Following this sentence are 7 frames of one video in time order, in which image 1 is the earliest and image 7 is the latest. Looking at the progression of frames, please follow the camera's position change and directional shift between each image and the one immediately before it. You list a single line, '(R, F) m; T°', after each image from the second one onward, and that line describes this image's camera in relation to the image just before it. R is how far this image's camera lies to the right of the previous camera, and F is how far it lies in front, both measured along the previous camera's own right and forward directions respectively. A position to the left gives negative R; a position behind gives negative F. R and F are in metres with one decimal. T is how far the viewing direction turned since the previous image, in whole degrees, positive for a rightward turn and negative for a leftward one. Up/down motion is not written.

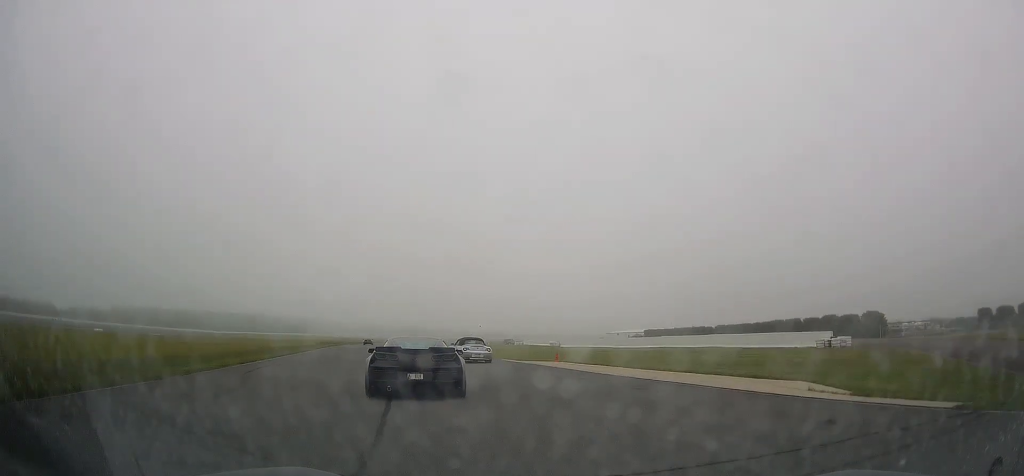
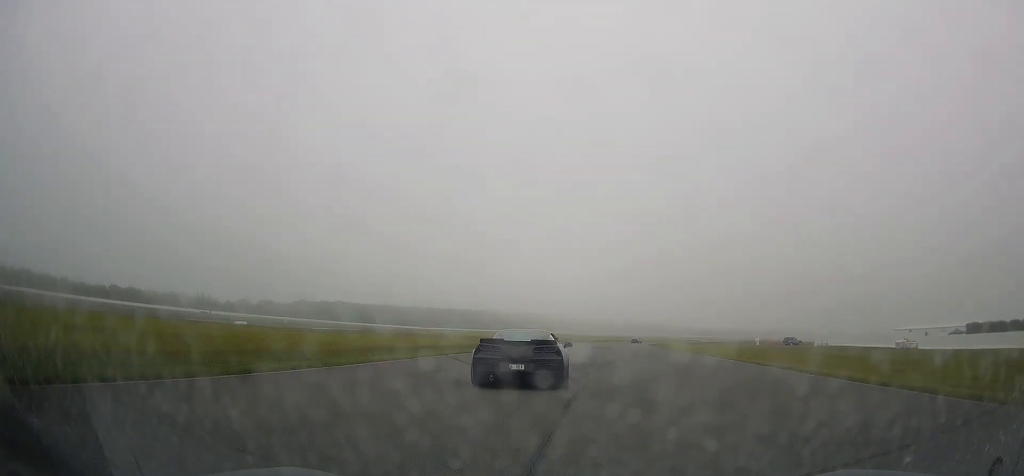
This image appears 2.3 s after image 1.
(-13.8, +46.6) m; -22°
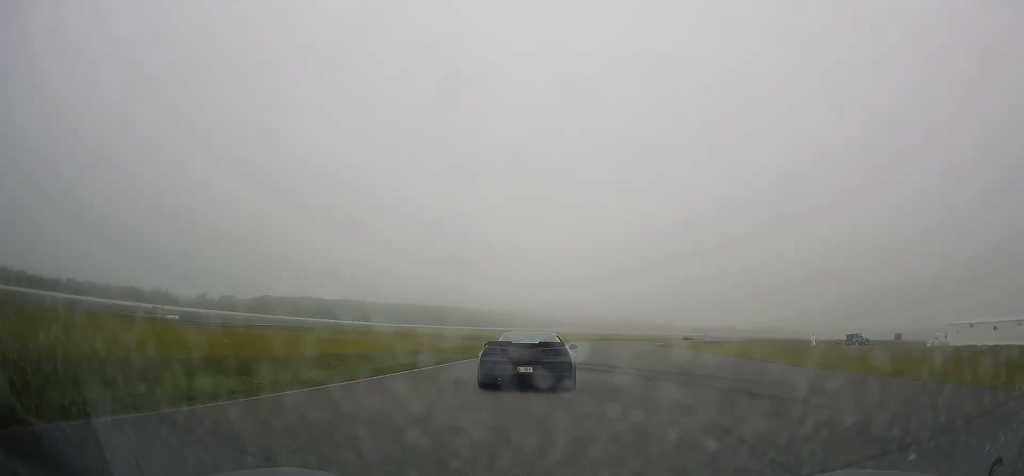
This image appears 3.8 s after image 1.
(+0.5, +34.5) m; +2°
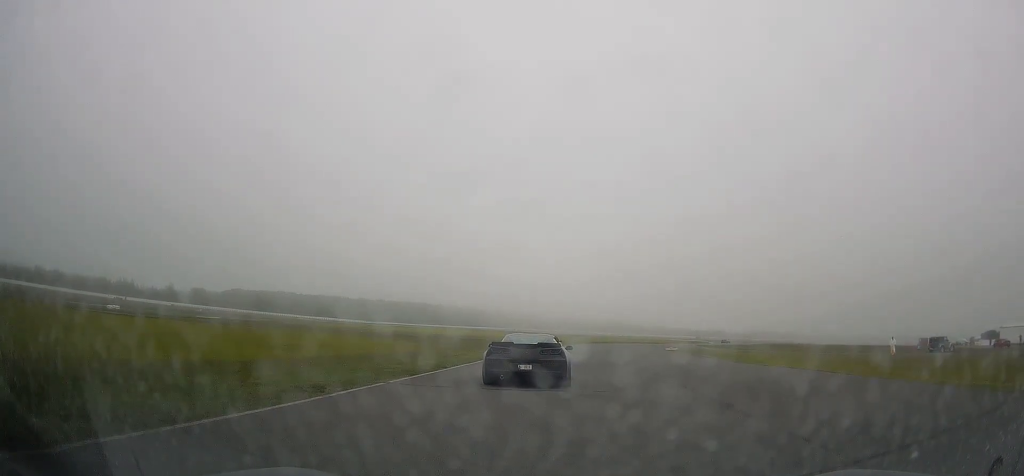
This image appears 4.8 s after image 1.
(0.0, +25.6) m; 0°
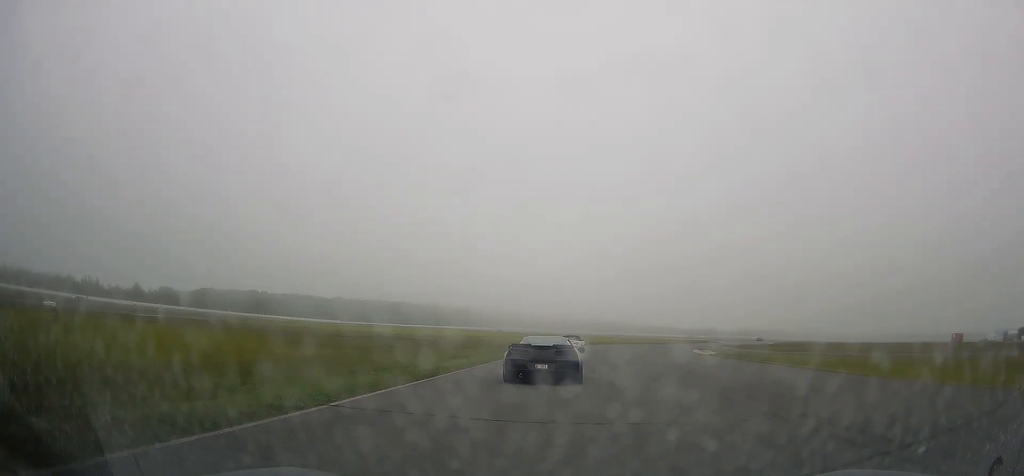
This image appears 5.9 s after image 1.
(+0.2, +25.3) m; +2°
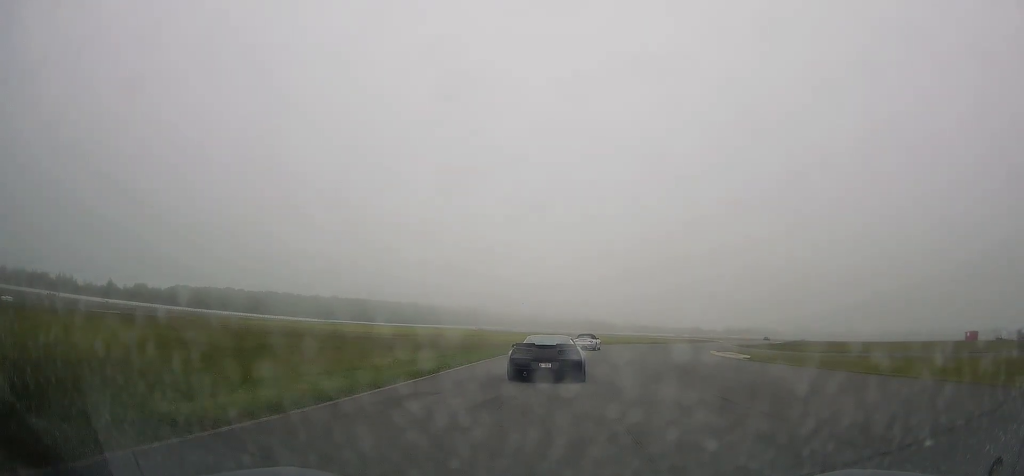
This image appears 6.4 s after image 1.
(+0.2, +13.4) m; +2°
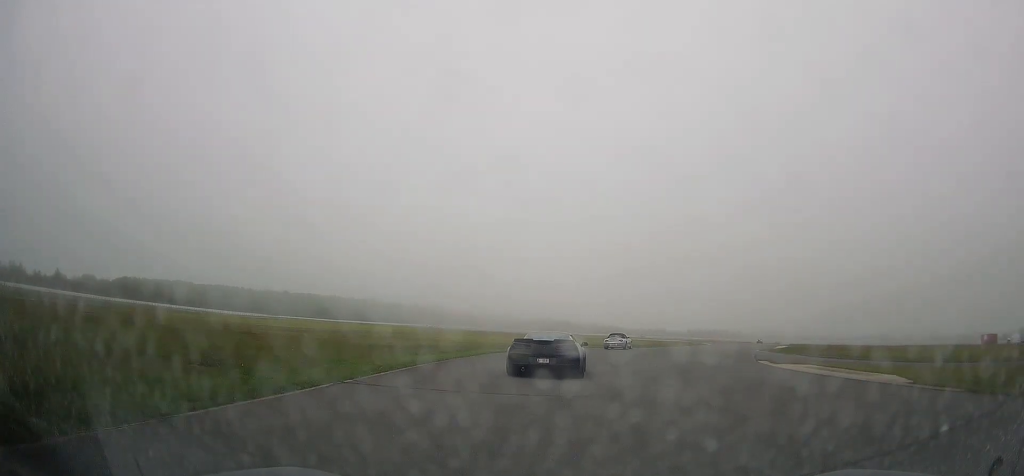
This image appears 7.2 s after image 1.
(+0.6, +21.5) m; +4°
